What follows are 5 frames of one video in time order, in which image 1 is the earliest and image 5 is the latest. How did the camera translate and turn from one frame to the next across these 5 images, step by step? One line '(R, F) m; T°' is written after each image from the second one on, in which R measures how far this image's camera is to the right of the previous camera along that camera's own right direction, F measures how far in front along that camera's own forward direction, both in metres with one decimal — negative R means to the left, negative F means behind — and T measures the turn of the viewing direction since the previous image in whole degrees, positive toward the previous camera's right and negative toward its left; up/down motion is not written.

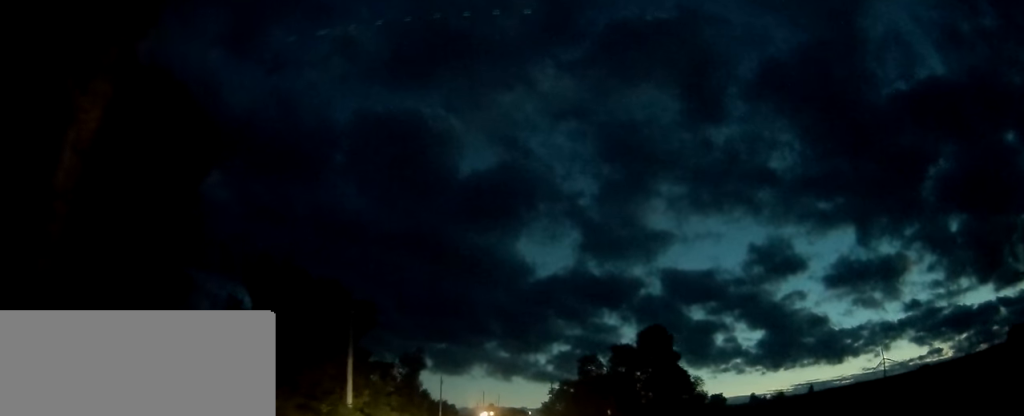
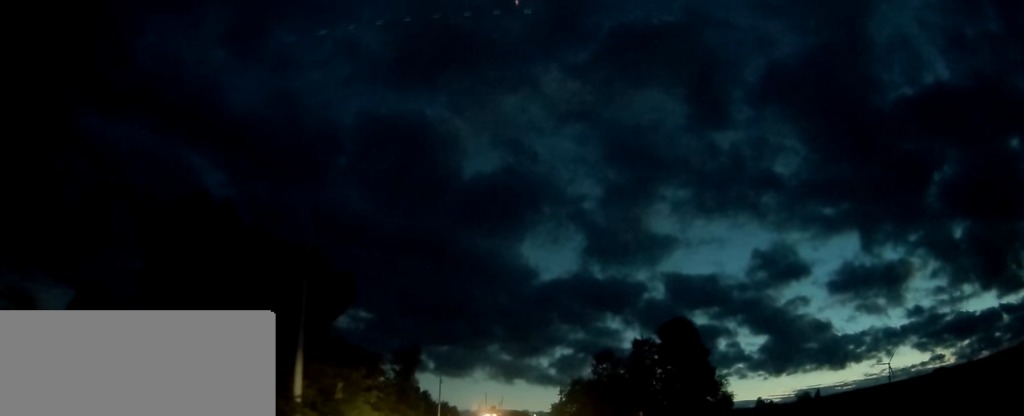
(-0.1, +10.2) m; -1°
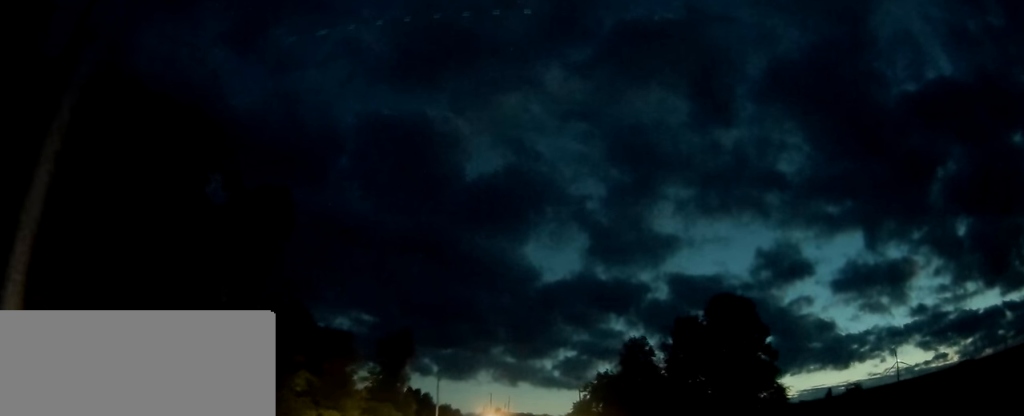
(-0.1, +16.5) m; 0°
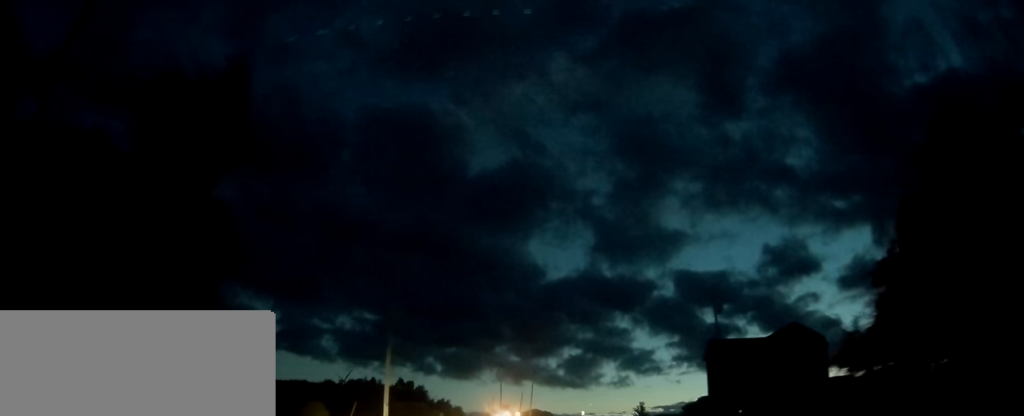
(-0.1, +56.7) m; 0°
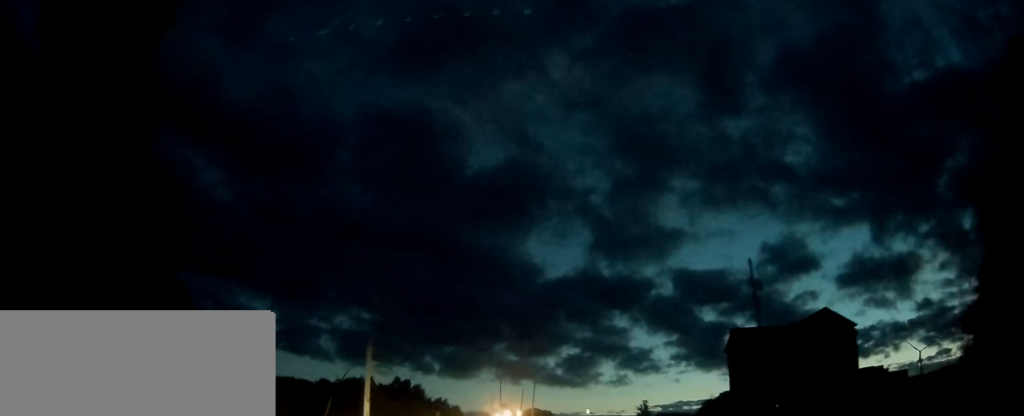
(+0.2, +6.6) m; +1°
